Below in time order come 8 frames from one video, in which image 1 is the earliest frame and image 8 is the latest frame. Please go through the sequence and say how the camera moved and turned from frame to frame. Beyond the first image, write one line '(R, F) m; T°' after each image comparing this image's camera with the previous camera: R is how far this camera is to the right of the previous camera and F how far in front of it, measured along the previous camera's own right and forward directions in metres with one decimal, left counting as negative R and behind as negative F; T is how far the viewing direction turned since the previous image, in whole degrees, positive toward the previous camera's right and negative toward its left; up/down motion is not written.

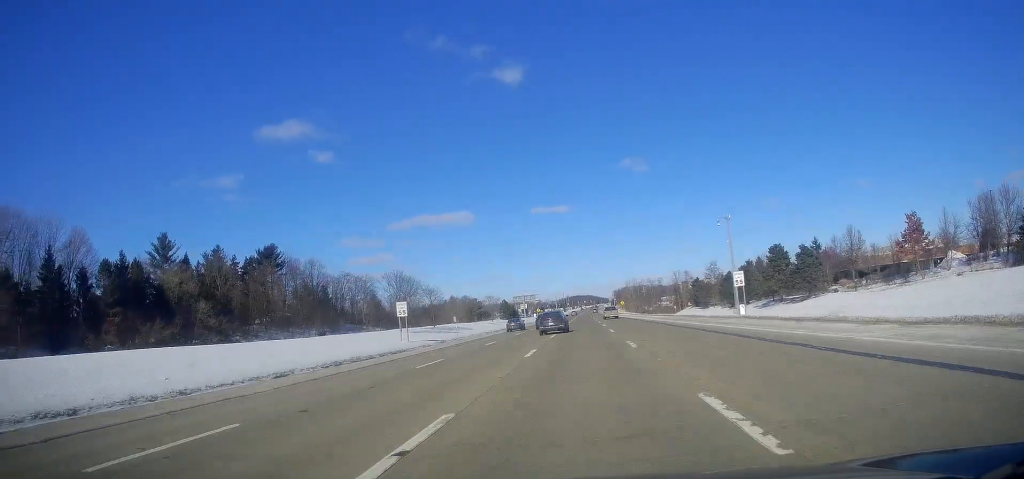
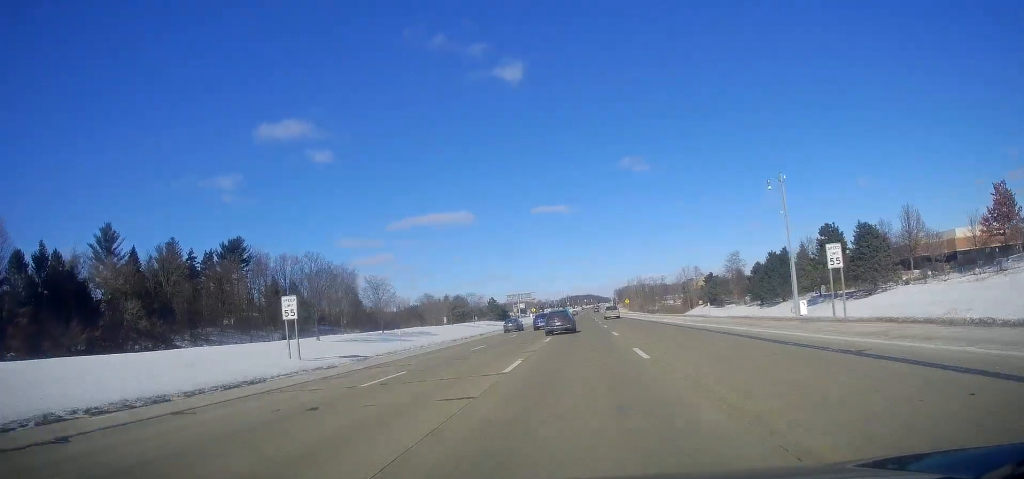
(-0.5, +20.0) m; -1°
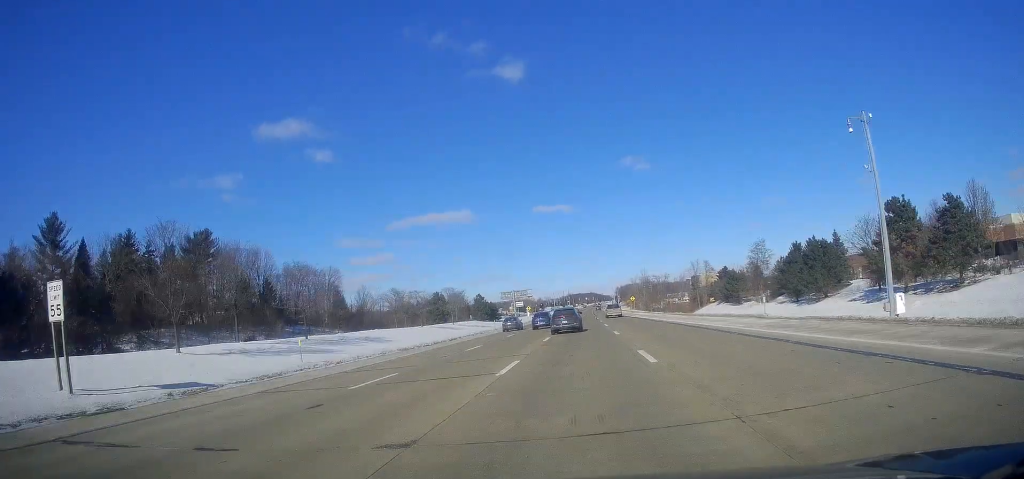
(-0.1, +16.7) m; -1°
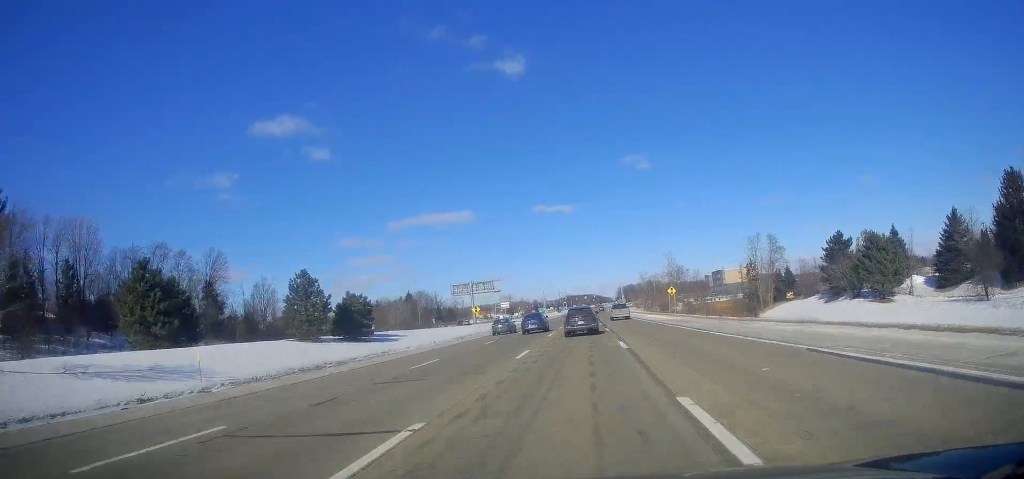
(+1.3, +71.4) m; +1°
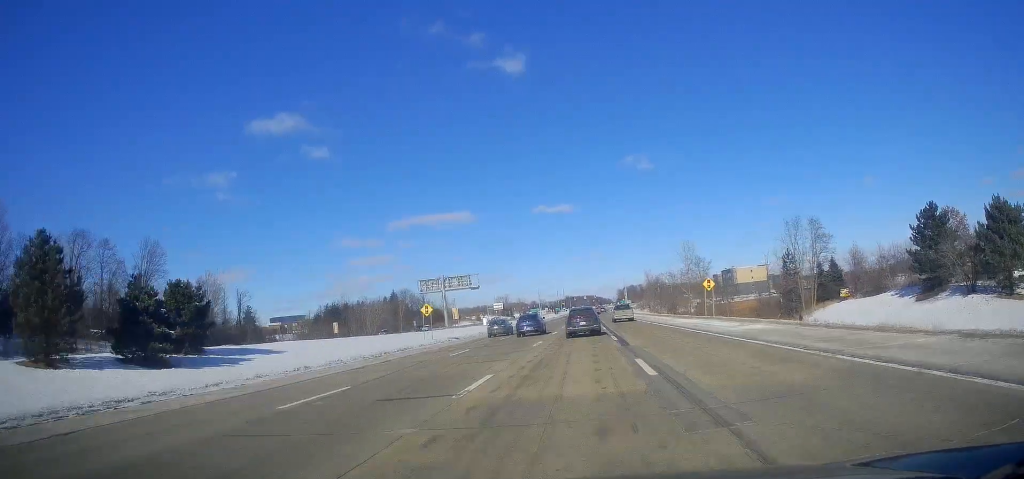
(-0.8, +24.9) m; 0°
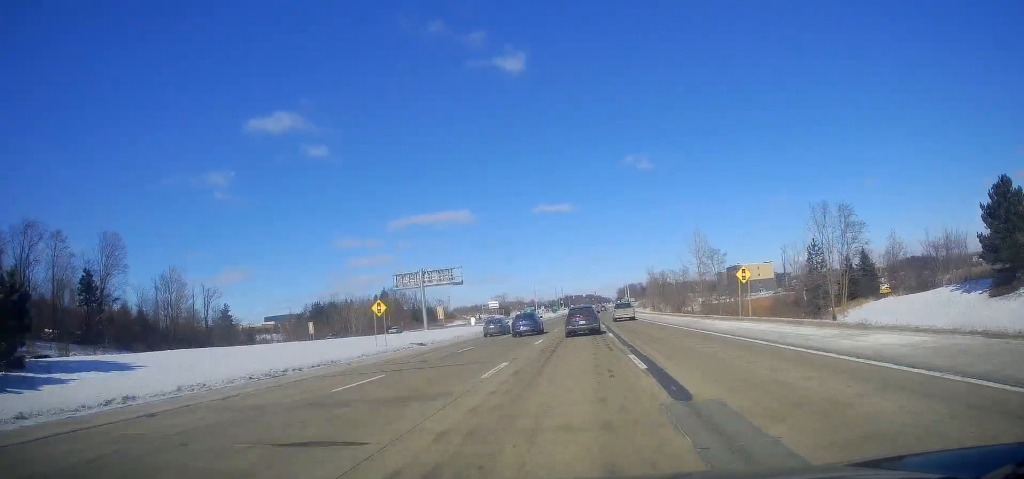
(+0.5, +13.0) m; 0°
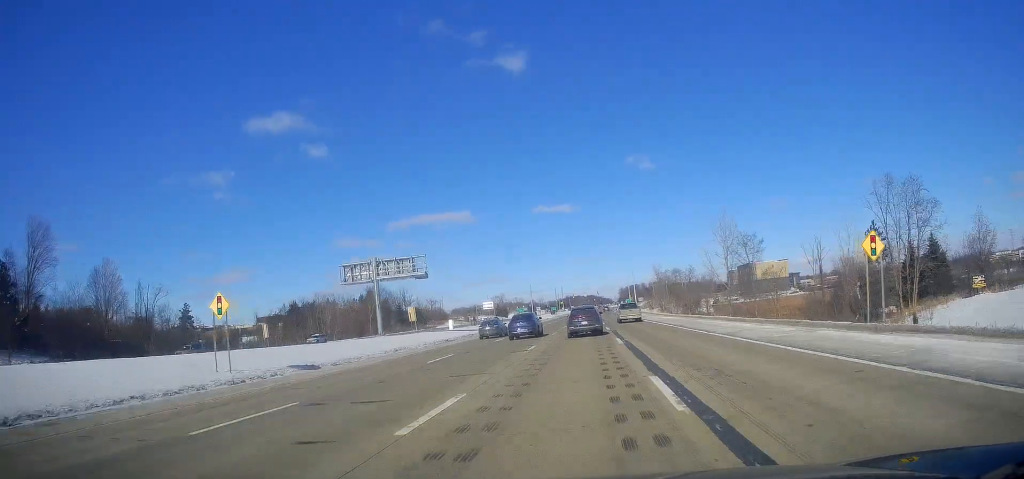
(+0.5, +20.5) m; 0°
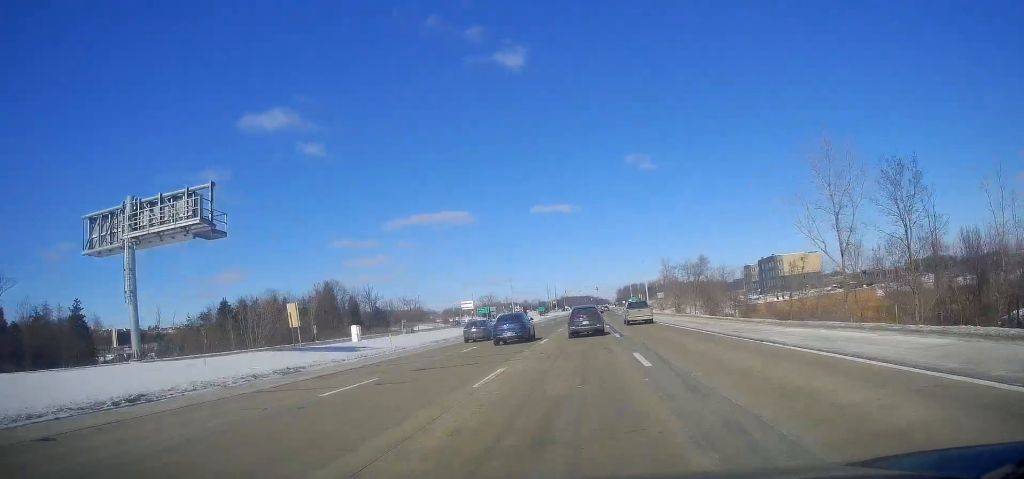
(-0.7, +41.0) m; 0°
